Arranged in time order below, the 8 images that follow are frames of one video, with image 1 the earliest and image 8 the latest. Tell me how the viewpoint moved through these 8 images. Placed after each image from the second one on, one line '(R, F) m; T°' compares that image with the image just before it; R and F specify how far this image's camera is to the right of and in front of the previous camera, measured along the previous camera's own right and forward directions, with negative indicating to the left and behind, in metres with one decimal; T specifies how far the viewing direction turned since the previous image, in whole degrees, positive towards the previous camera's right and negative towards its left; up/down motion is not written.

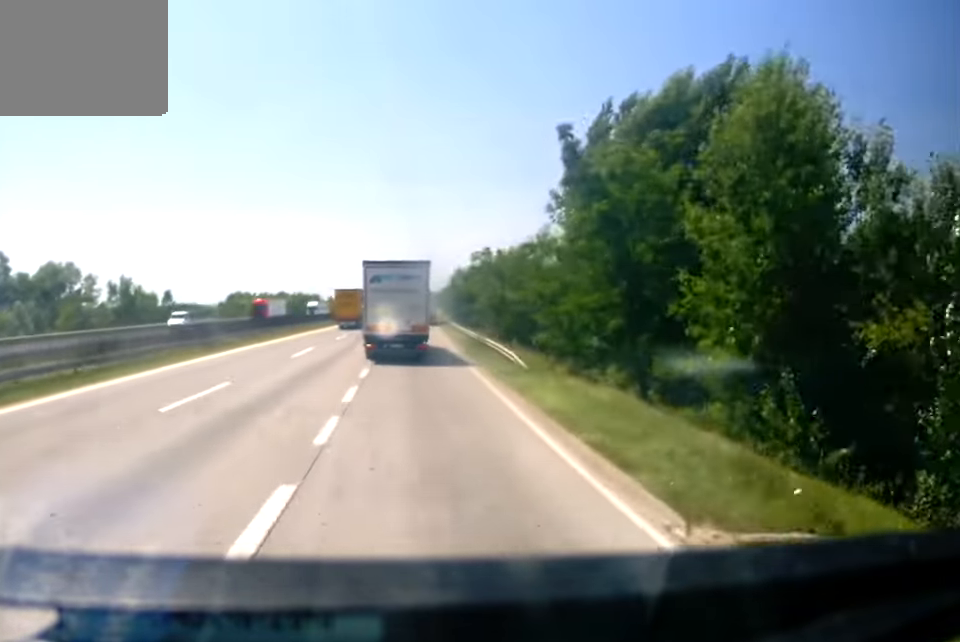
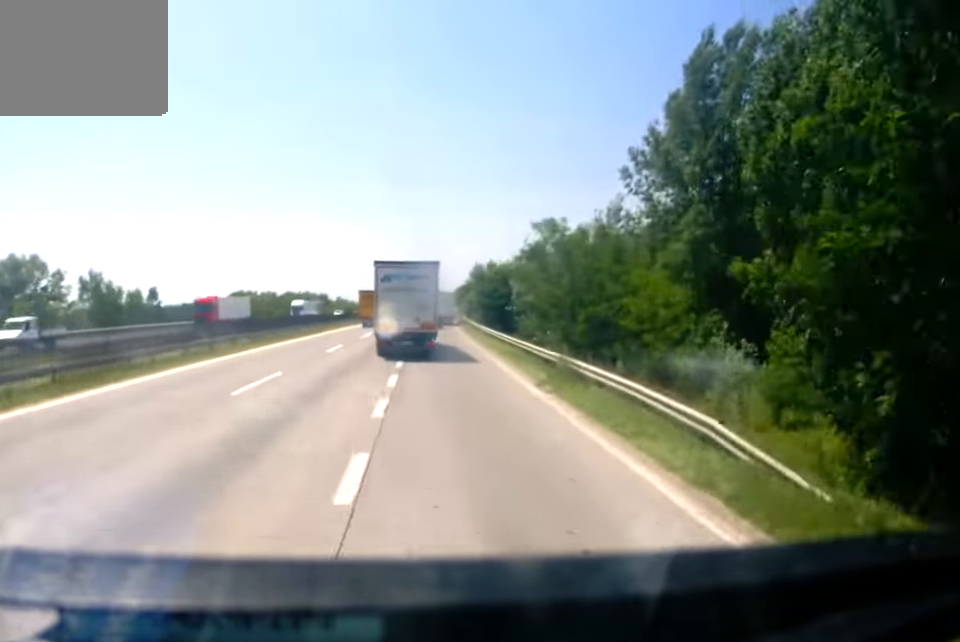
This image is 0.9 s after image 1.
(0.0, +15.4) m; 0°
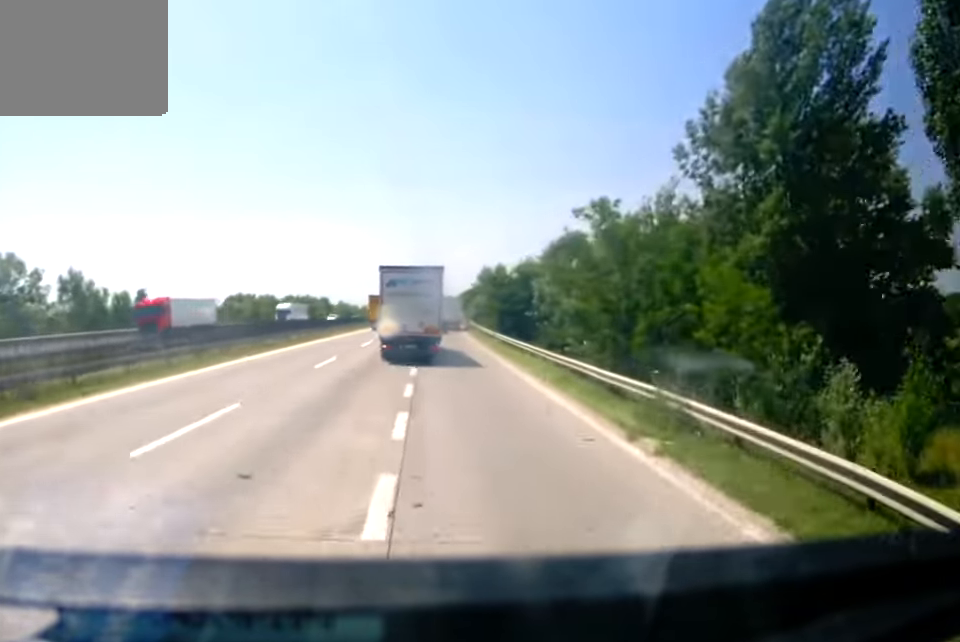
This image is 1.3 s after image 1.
(+0.1, +7.5) m; 0°
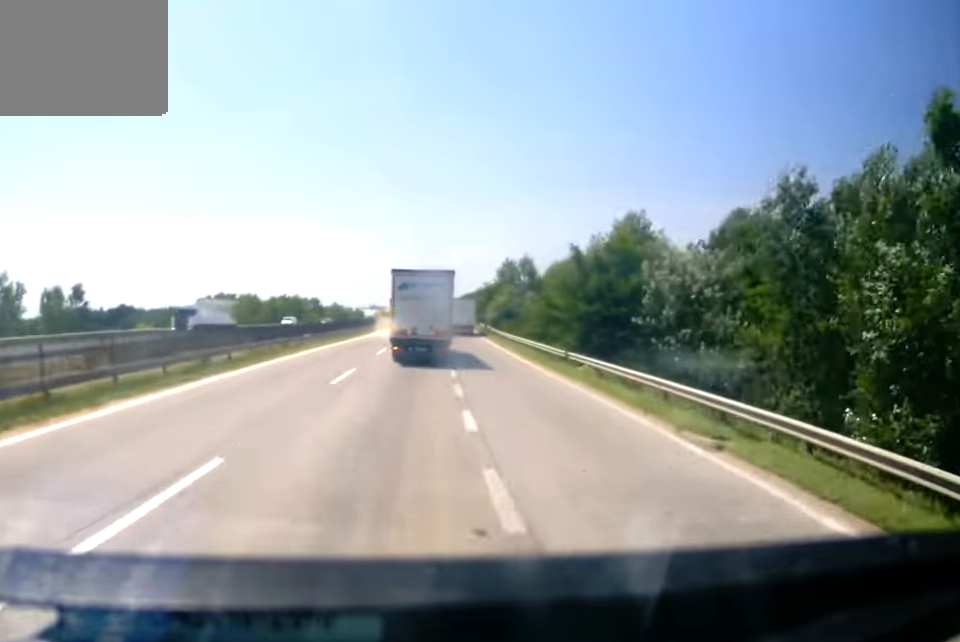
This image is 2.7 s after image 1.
(0.0, +23.8) m; +1°
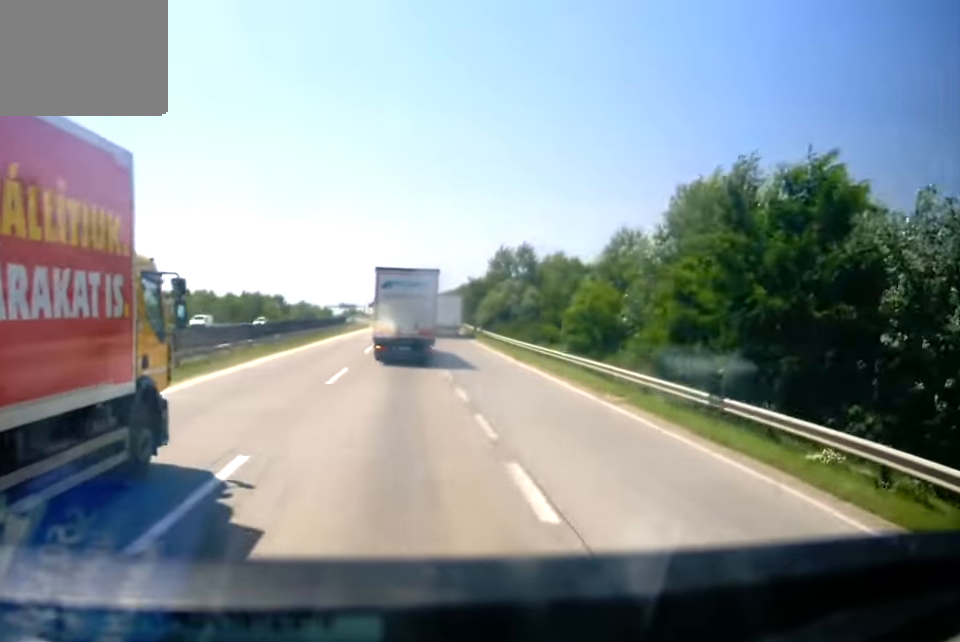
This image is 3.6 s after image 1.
(+0.3, +17.7) m; +1°
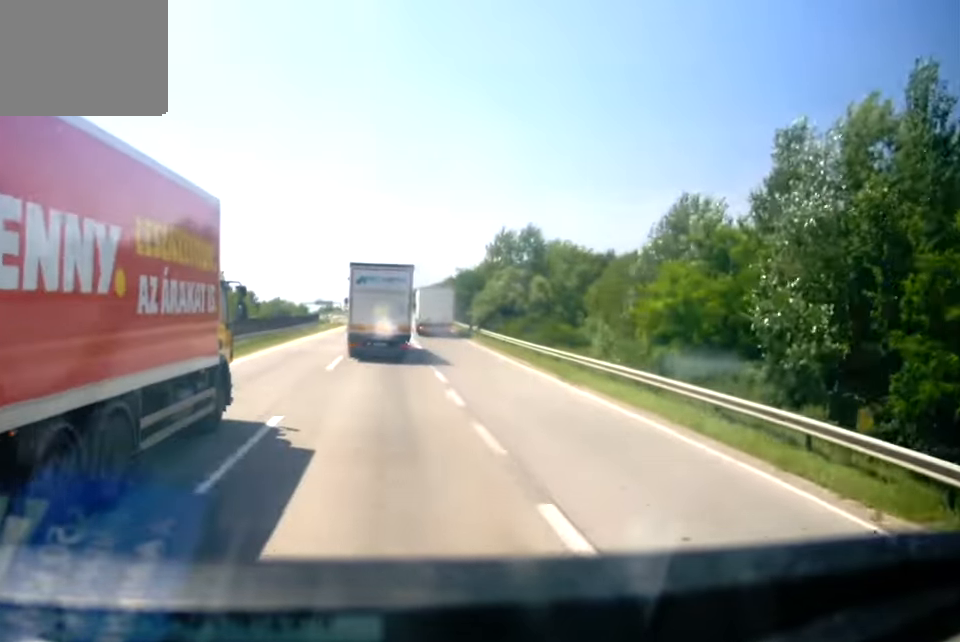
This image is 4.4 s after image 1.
(0.0, +13.4) m; 0°
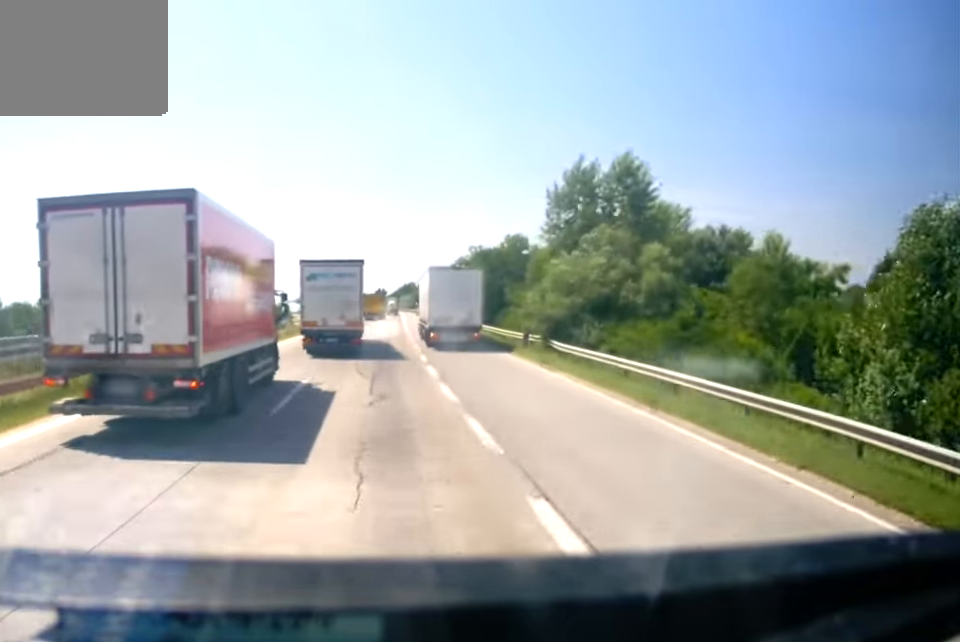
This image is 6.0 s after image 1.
(+0.6, +29.6) m; +2°
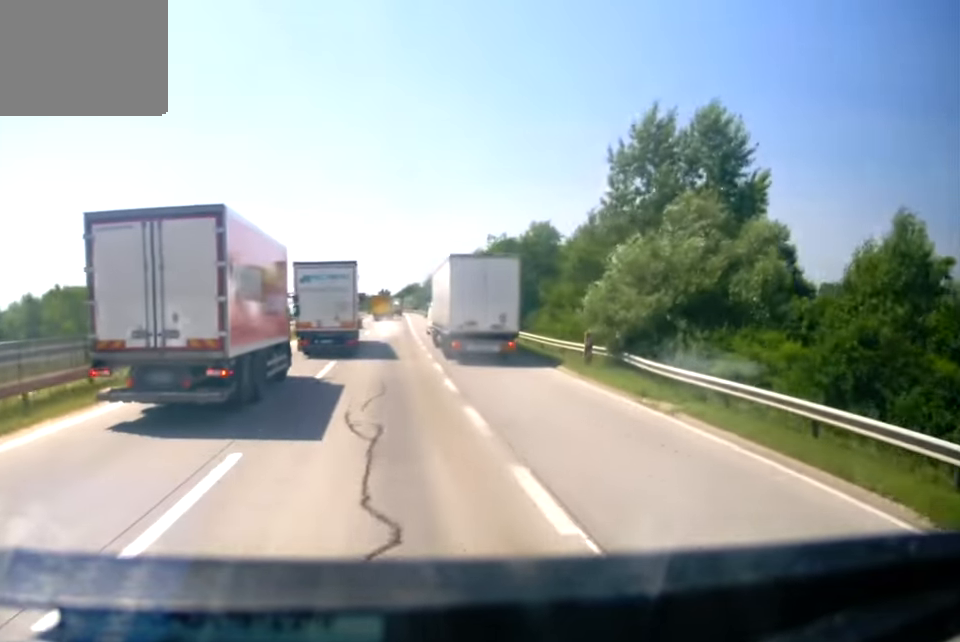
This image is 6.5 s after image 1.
(+0.1, +10.4) m; +1°
